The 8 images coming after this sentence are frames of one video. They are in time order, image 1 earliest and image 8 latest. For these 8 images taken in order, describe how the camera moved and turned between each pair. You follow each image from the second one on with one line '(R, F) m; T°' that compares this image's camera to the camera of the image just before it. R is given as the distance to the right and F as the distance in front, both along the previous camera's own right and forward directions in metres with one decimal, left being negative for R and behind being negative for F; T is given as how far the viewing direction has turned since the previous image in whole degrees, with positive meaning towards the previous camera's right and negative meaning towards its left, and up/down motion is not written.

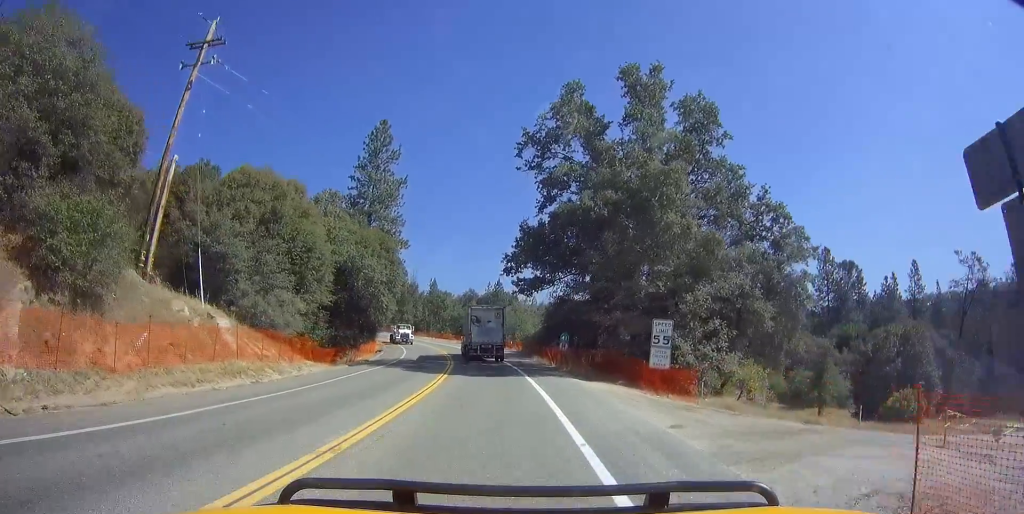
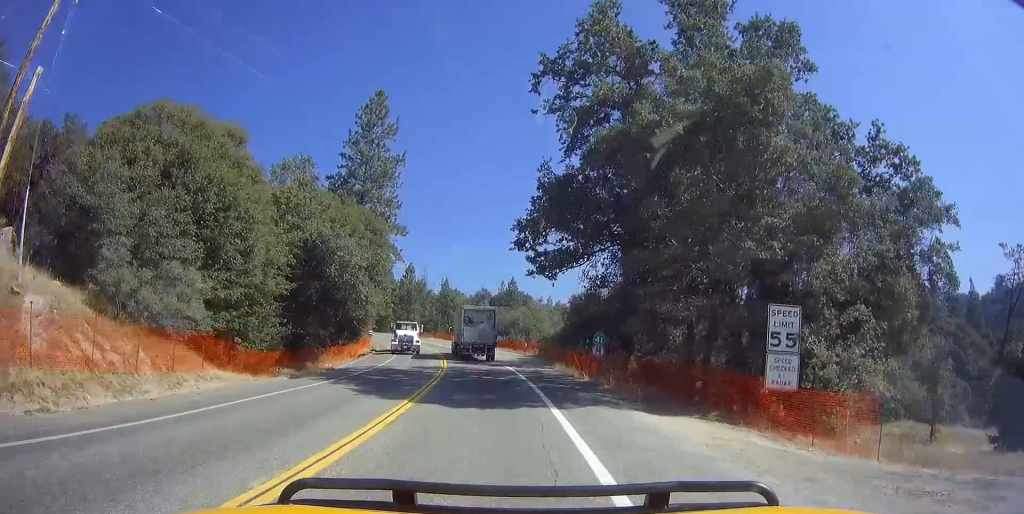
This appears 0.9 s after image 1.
(+0.3, +10.9) m; -2°
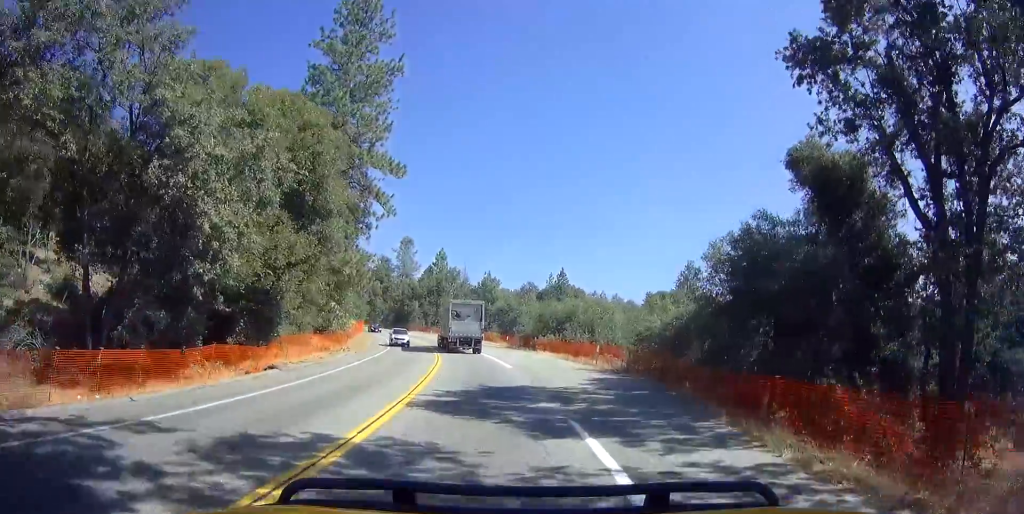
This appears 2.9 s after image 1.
(-1.8, +23.7) m; -8°
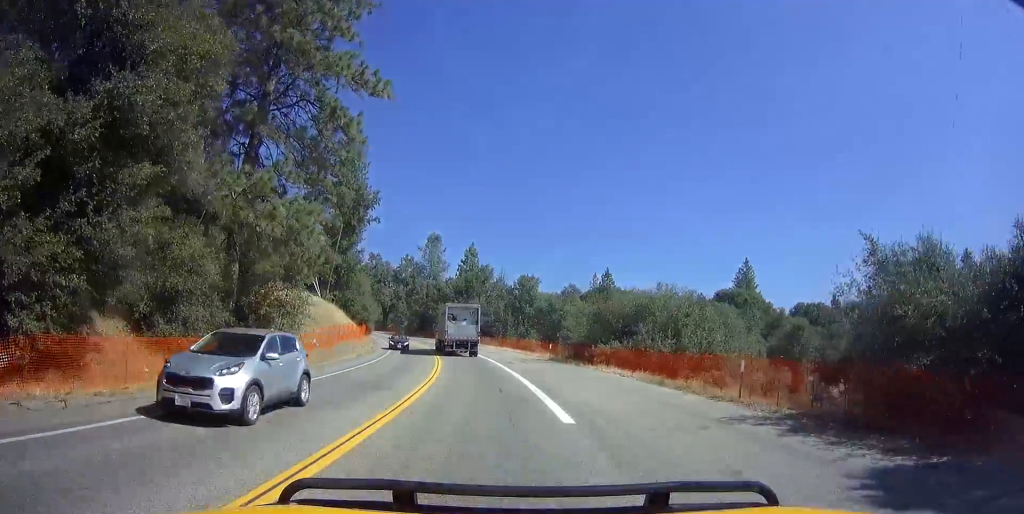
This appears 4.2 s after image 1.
(-0.8, +15.7) m; -5°
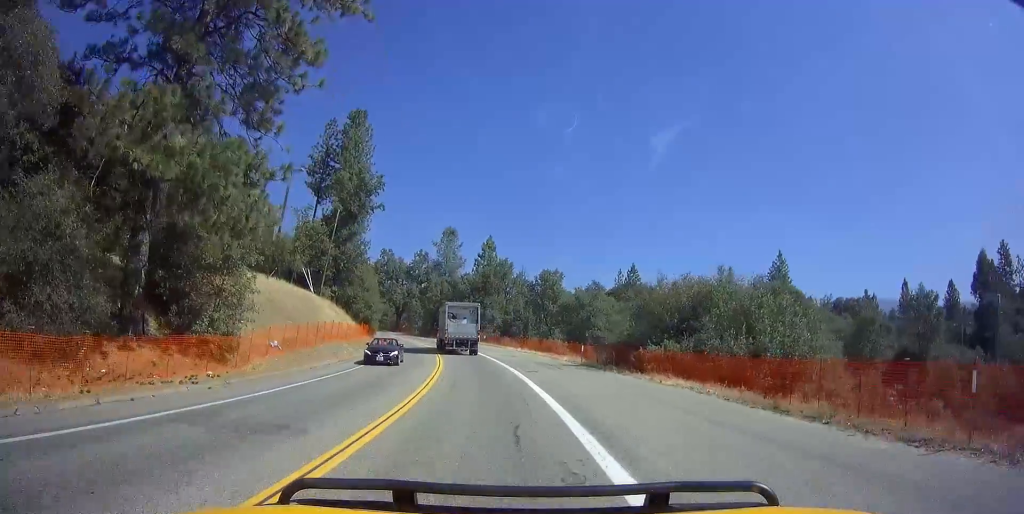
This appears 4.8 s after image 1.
(+0.1, +7.9) m; -2°
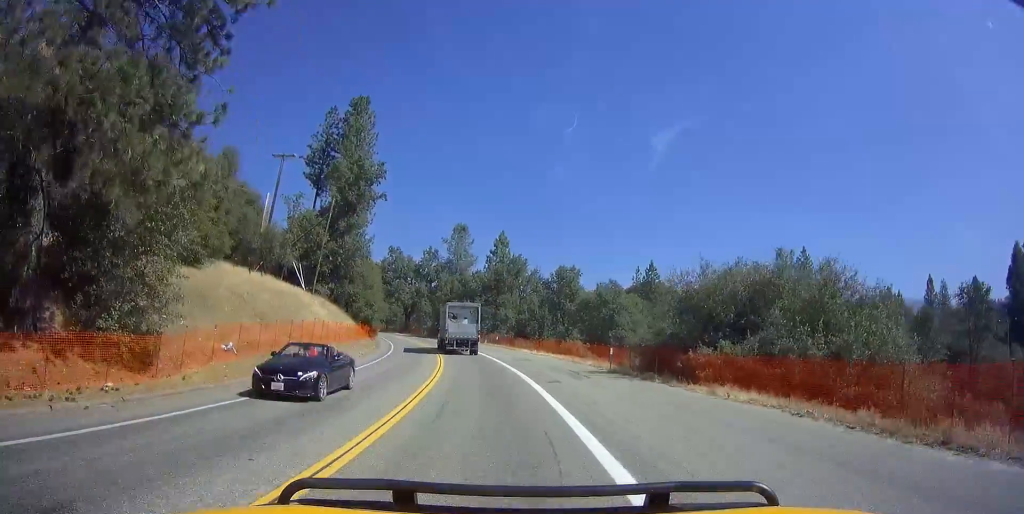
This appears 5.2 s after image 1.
(-0.3, +5.5) m; -1°
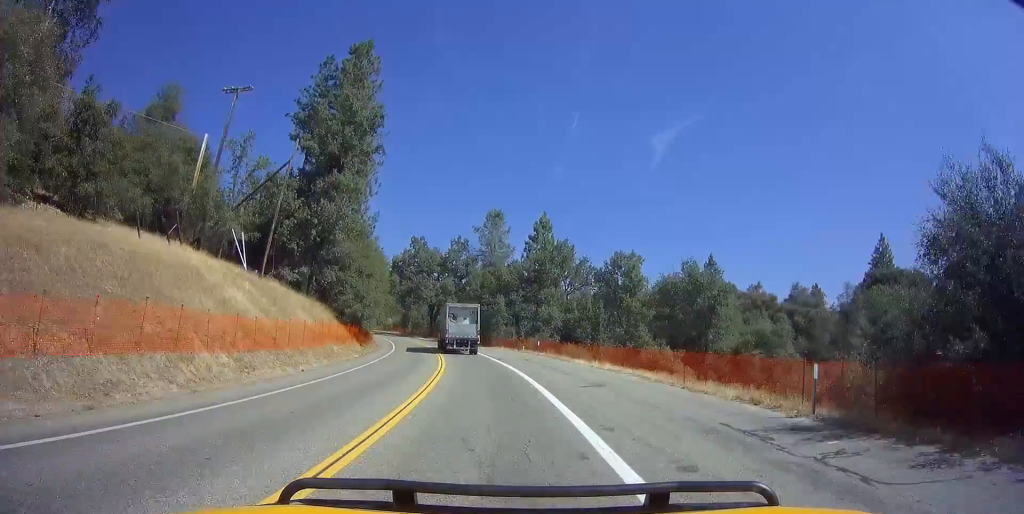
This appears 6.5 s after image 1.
(-0.6, +16.9) m; -2°
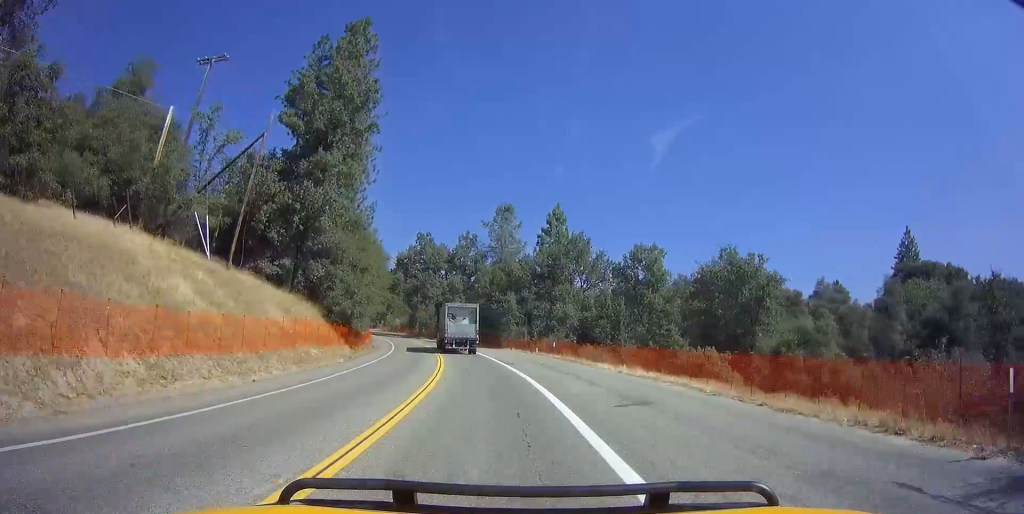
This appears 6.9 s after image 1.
(0.0, +5.3) m; 0°
